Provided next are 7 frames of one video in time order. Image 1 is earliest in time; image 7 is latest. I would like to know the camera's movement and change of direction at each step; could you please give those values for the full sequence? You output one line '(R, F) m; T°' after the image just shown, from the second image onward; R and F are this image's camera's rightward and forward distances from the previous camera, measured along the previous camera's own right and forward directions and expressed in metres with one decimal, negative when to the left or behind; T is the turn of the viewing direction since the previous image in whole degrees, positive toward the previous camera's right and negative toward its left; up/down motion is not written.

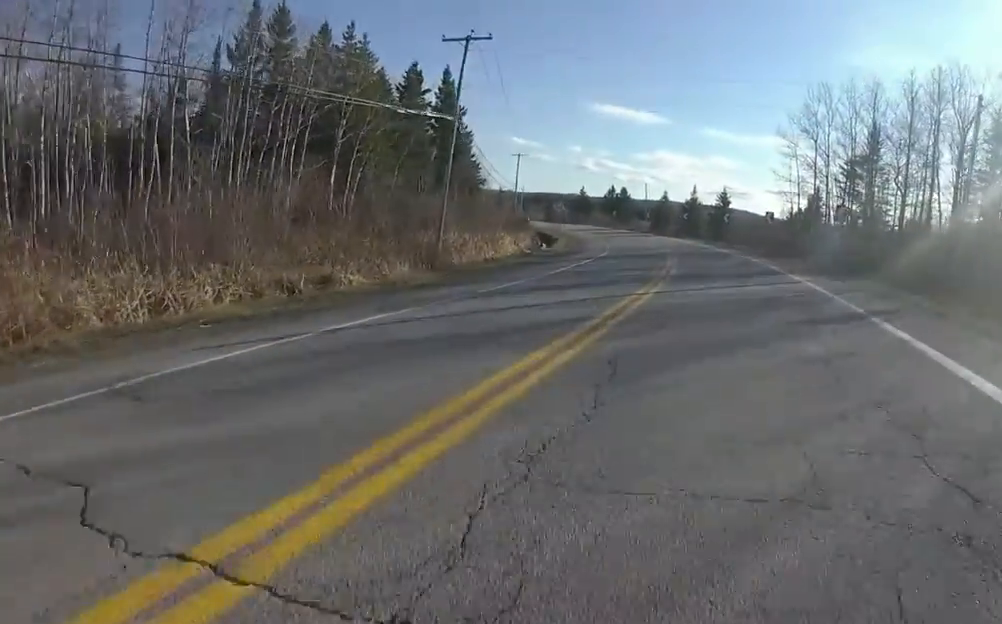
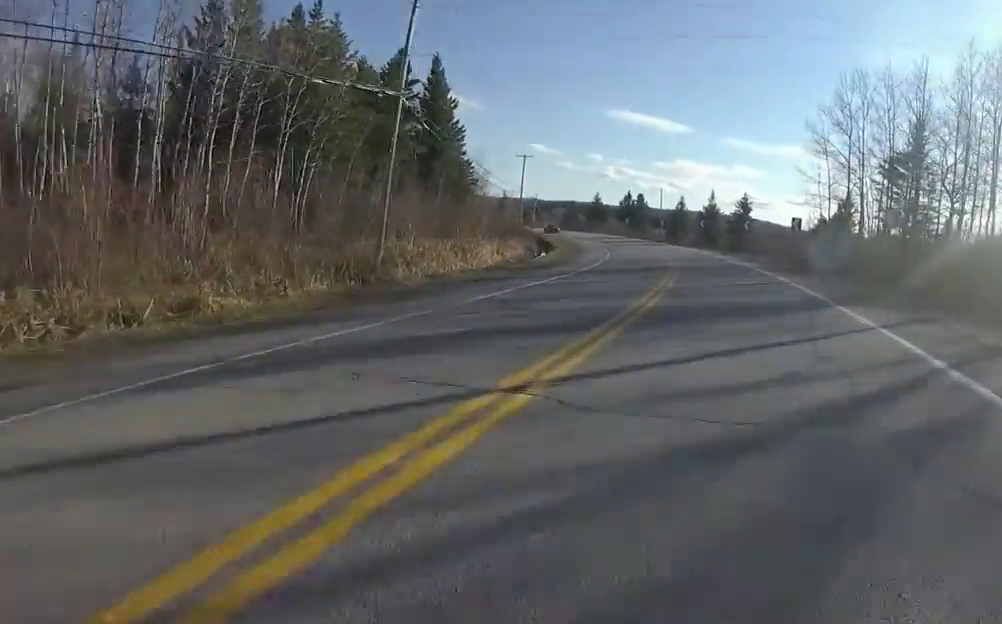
(+0.1, +6.1) m; -1°
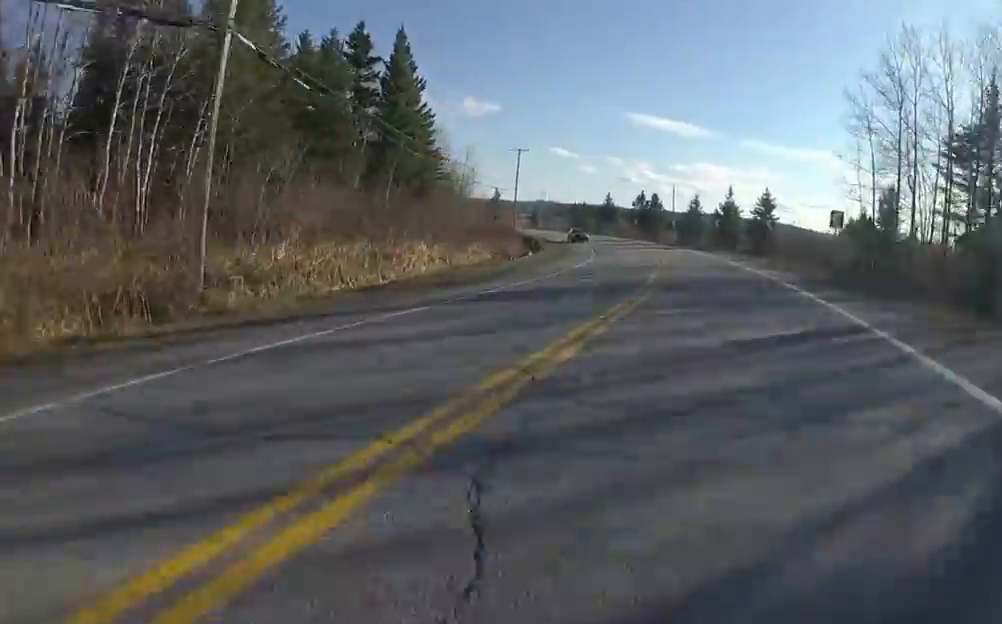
(-0.4, +8.8) m; -4°
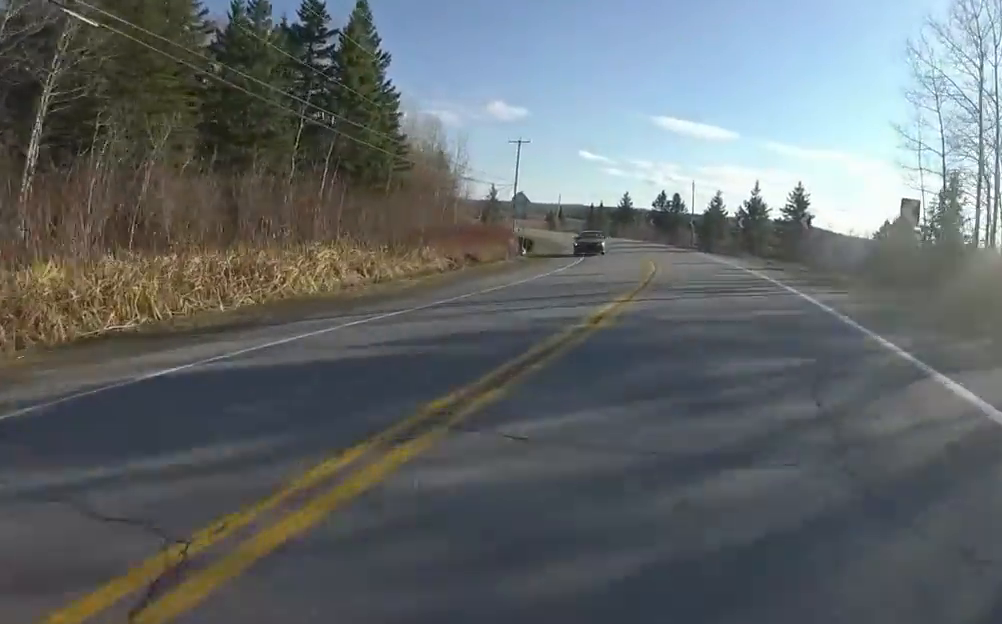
(-0.1, +8.0) m; -4°
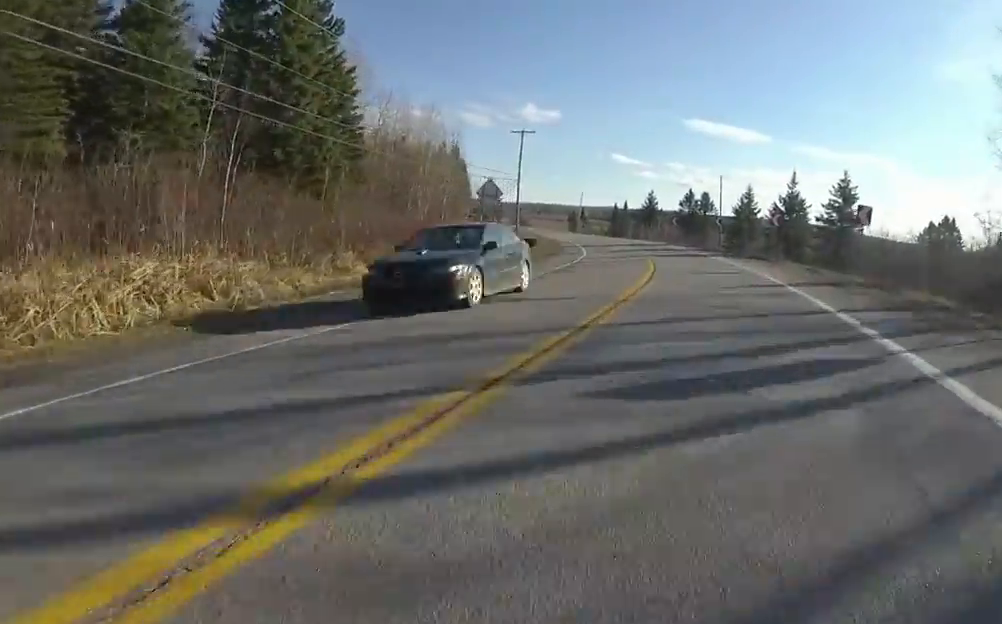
(-0.4, +7.5) m; -3°
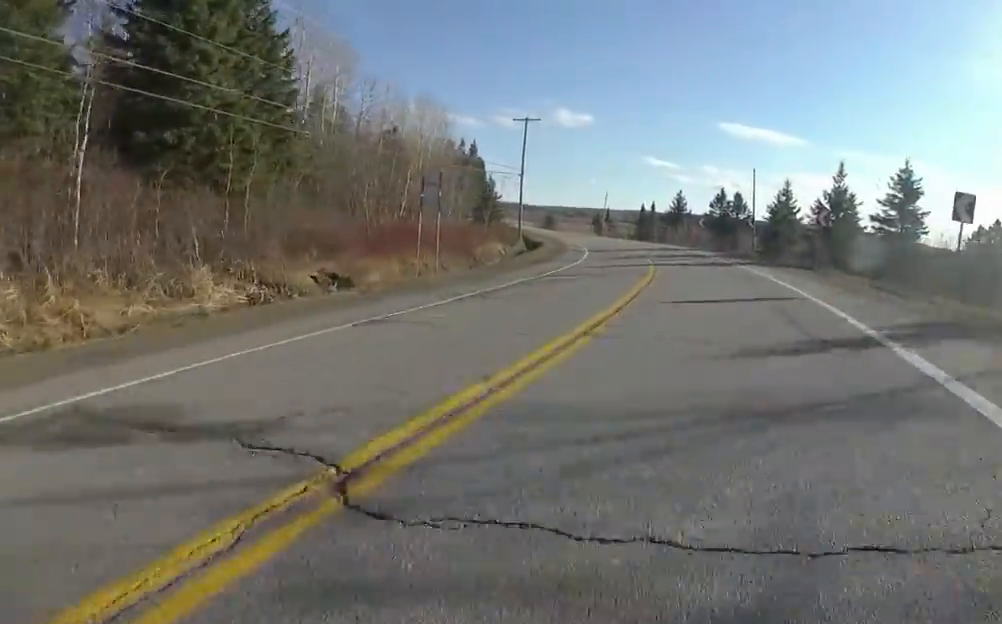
(-0.1, +7.4) m; -4°
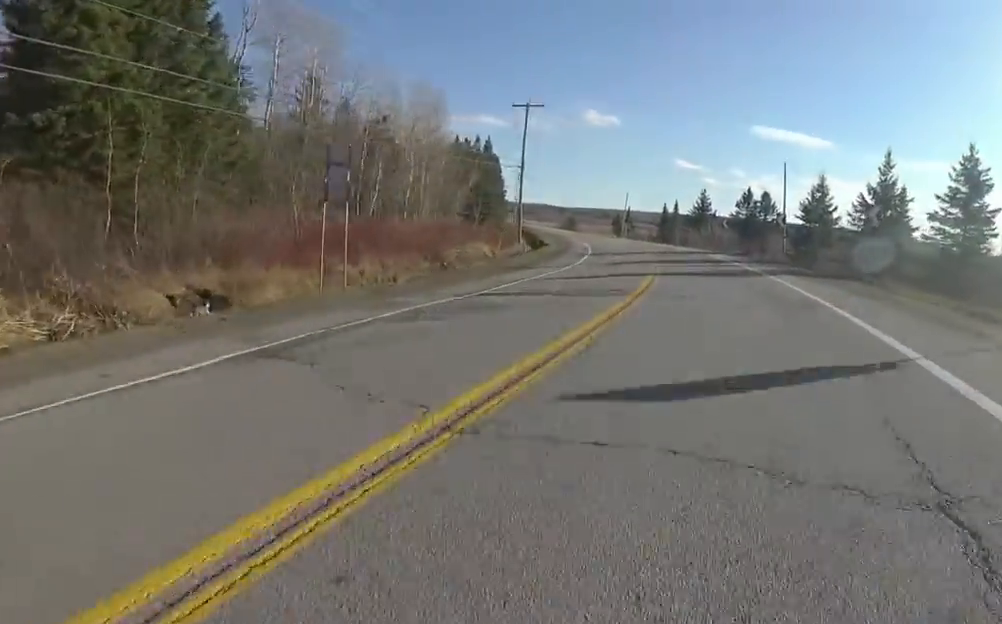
(0.0, +5.8) m; -4°
